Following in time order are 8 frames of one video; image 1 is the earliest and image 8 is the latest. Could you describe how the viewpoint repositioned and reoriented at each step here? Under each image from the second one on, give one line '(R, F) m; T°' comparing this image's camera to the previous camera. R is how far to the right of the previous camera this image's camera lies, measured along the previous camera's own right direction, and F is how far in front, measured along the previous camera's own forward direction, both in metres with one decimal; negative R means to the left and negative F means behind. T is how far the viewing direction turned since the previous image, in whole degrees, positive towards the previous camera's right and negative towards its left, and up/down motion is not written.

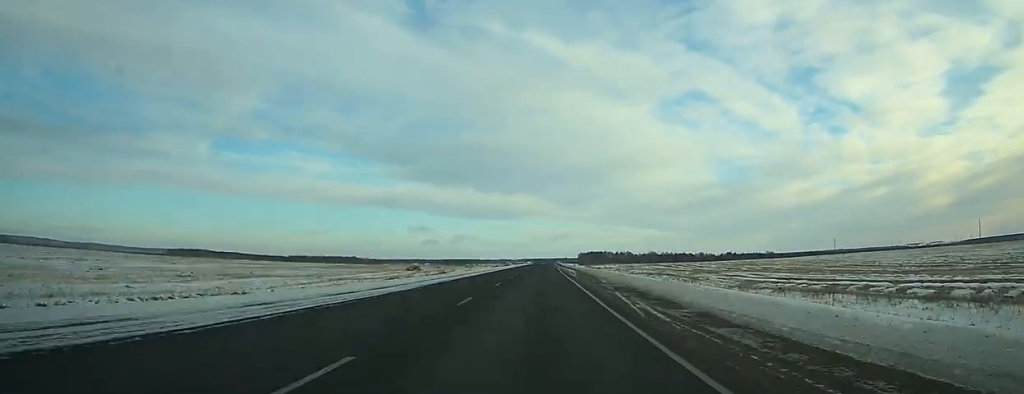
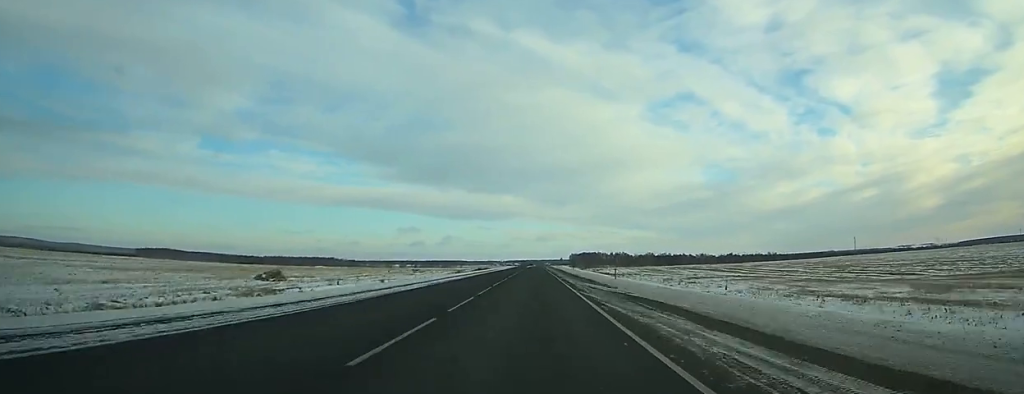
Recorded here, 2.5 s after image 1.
(+1.4, +67.7) m; +2°
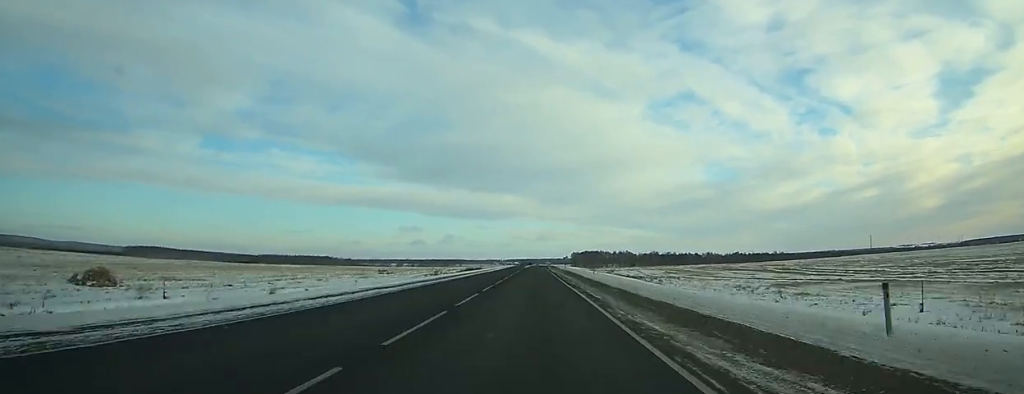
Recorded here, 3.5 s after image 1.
(+0.1, +29.8) m; 0°
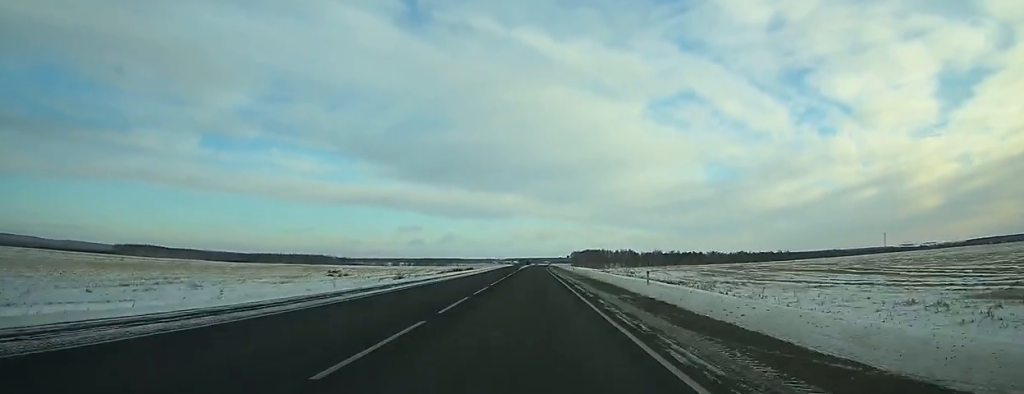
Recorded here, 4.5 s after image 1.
(+0.1, +26.4) m; 0°
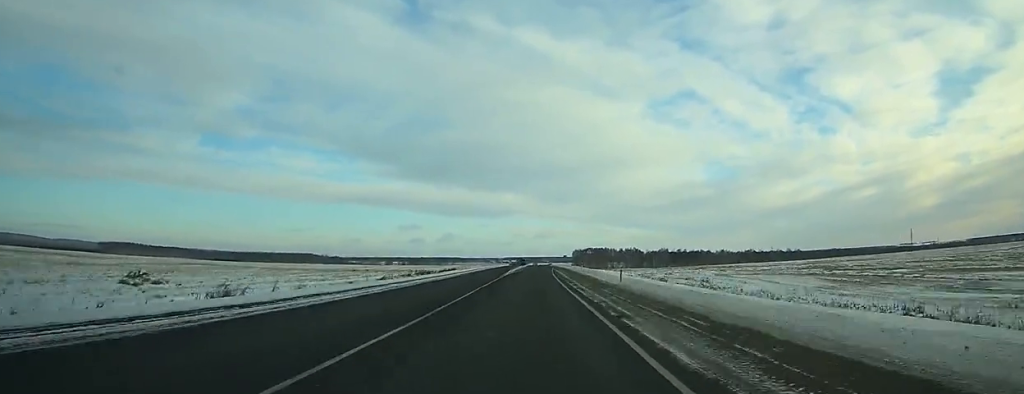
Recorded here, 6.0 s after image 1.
(+0.1, +43.5) m; 0°
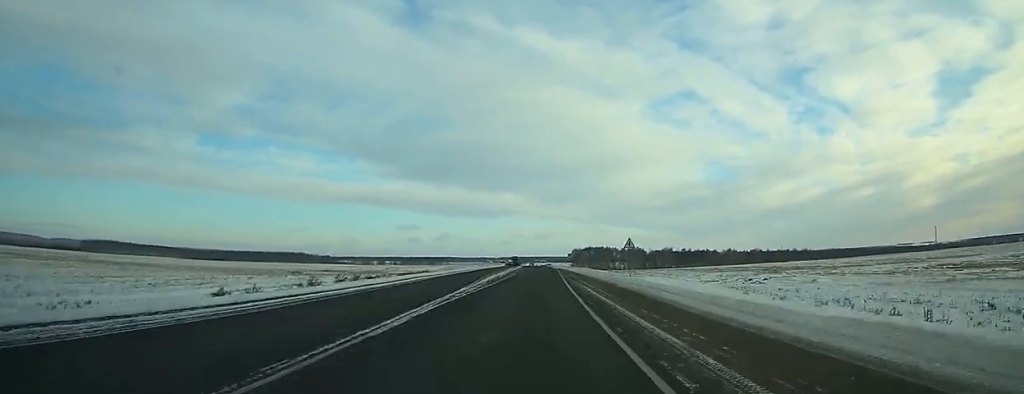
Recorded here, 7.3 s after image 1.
(0.0, +38.0) m; 0°
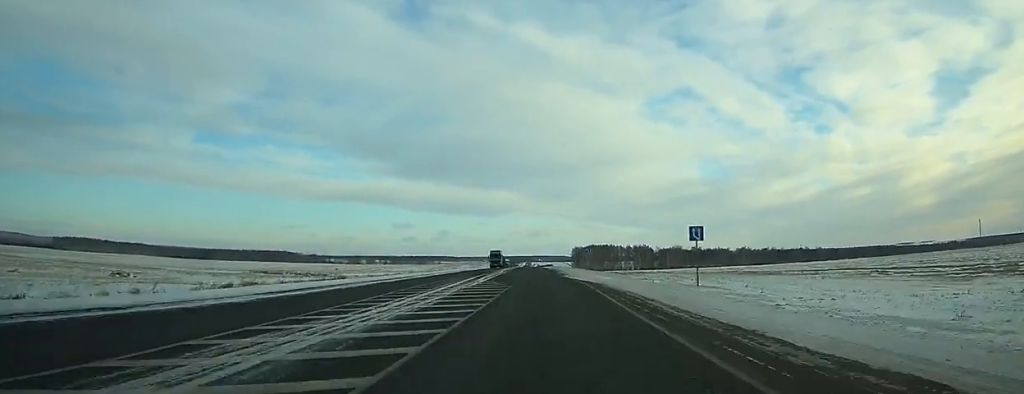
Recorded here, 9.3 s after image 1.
(+0.4, +57.1) m; 0°
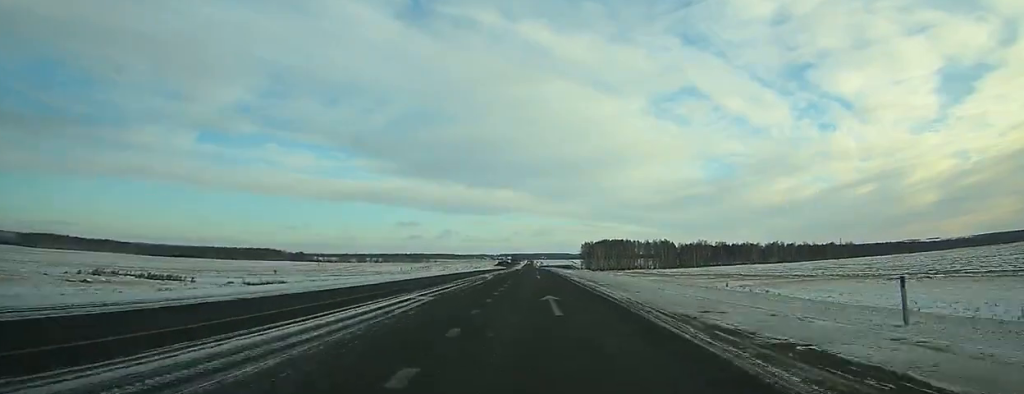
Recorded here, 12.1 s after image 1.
(-0.1, +79.8) m; 0°
